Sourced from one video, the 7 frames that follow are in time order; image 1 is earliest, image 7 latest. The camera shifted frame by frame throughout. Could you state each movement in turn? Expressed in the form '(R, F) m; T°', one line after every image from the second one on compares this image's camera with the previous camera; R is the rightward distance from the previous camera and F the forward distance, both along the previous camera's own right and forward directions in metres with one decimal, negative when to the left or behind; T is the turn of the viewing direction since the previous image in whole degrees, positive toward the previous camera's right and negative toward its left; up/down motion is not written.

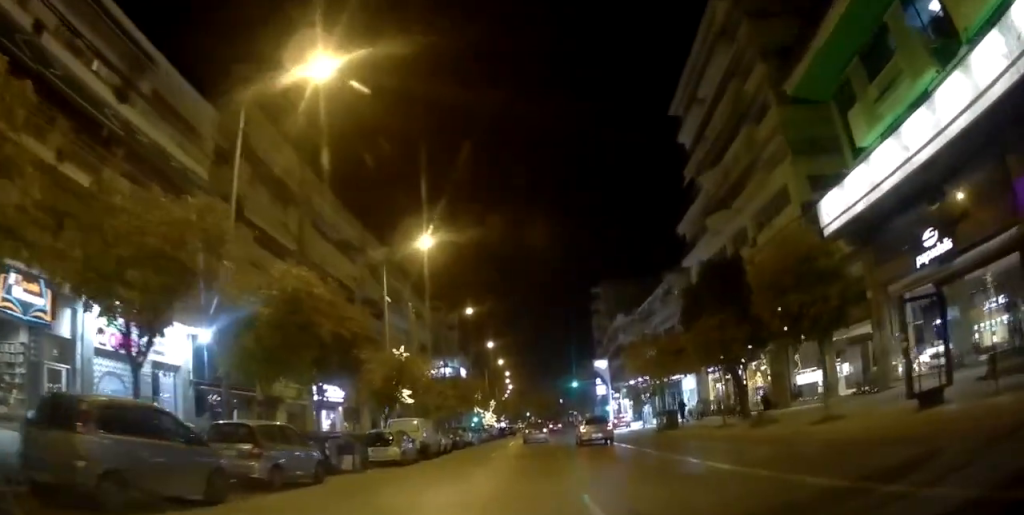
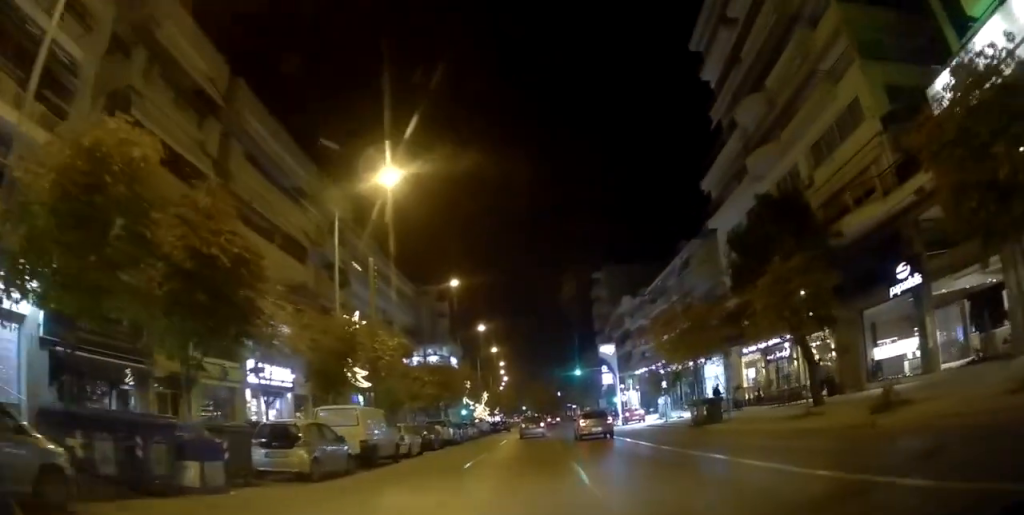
(-0.1, +9.3) m; +1°
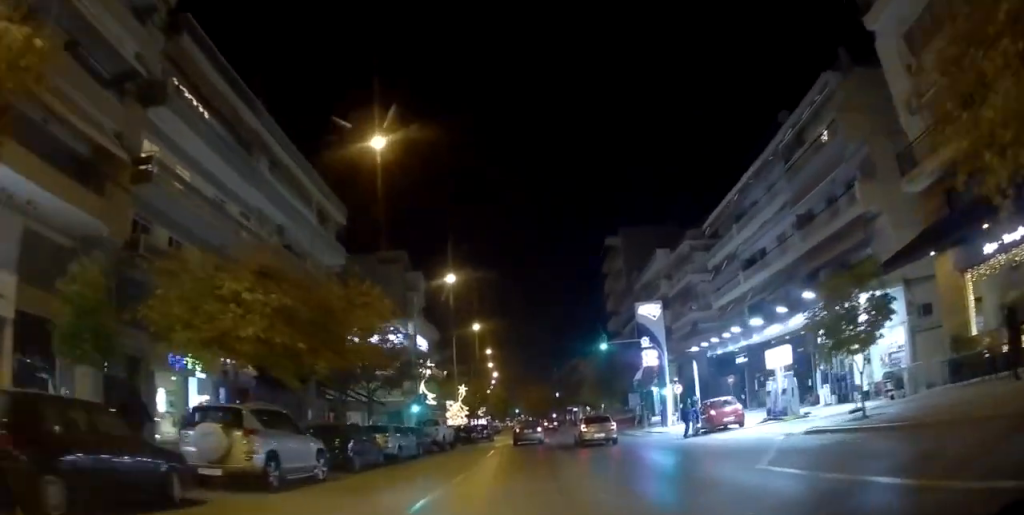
(+0.7, +25.4) m; +2°
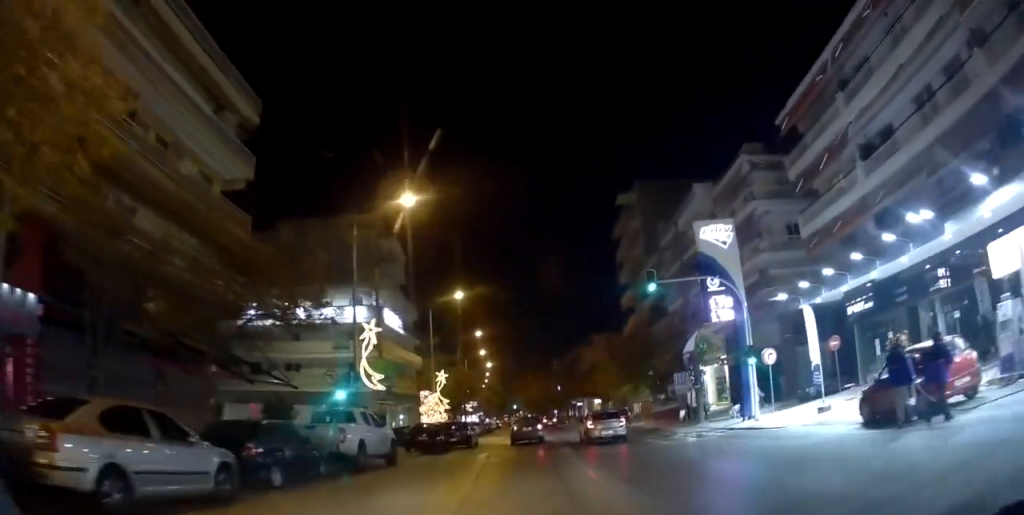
(+0.1, +15.4) m; +2°
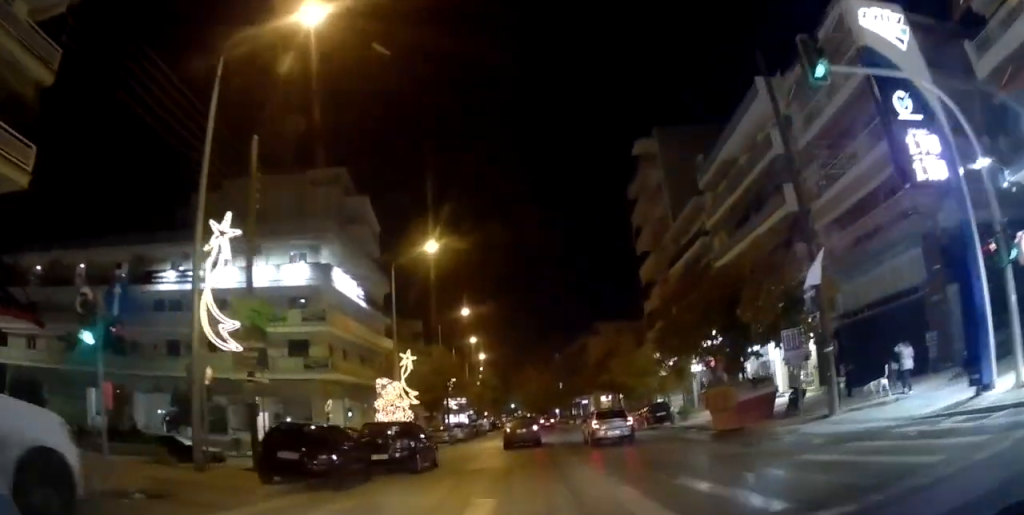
(+0.5, +15.2) m; +2°
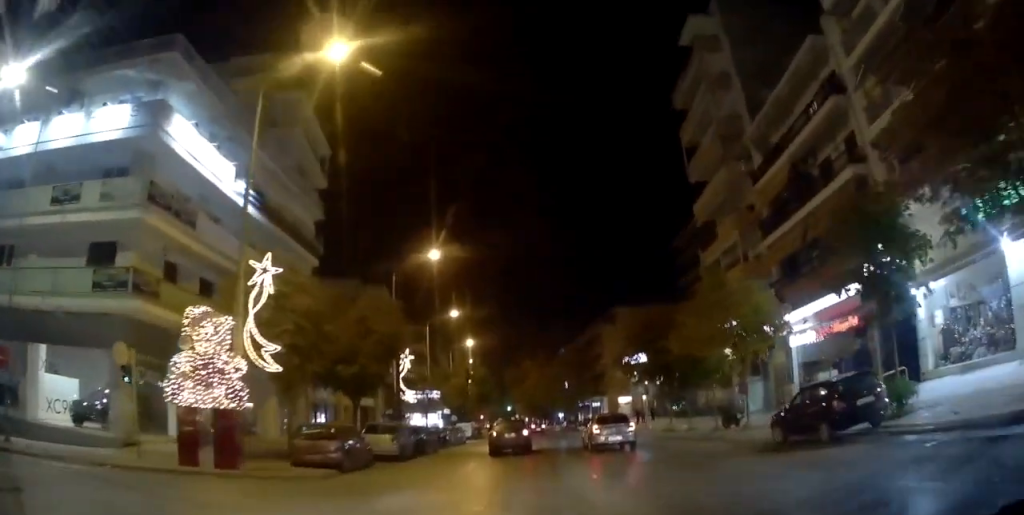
(-0.6, +22.6) m; -5°
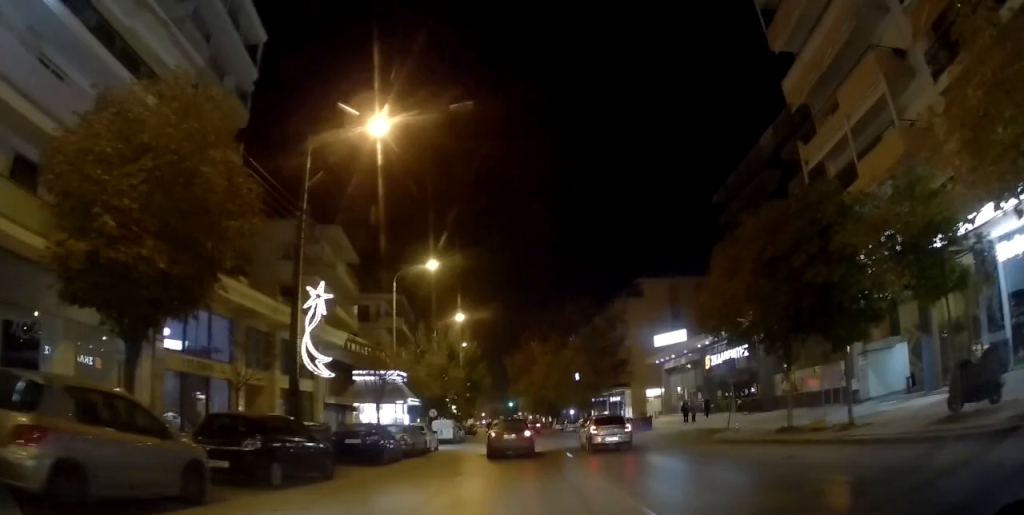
(-0.9, +17.3) m; -3°
